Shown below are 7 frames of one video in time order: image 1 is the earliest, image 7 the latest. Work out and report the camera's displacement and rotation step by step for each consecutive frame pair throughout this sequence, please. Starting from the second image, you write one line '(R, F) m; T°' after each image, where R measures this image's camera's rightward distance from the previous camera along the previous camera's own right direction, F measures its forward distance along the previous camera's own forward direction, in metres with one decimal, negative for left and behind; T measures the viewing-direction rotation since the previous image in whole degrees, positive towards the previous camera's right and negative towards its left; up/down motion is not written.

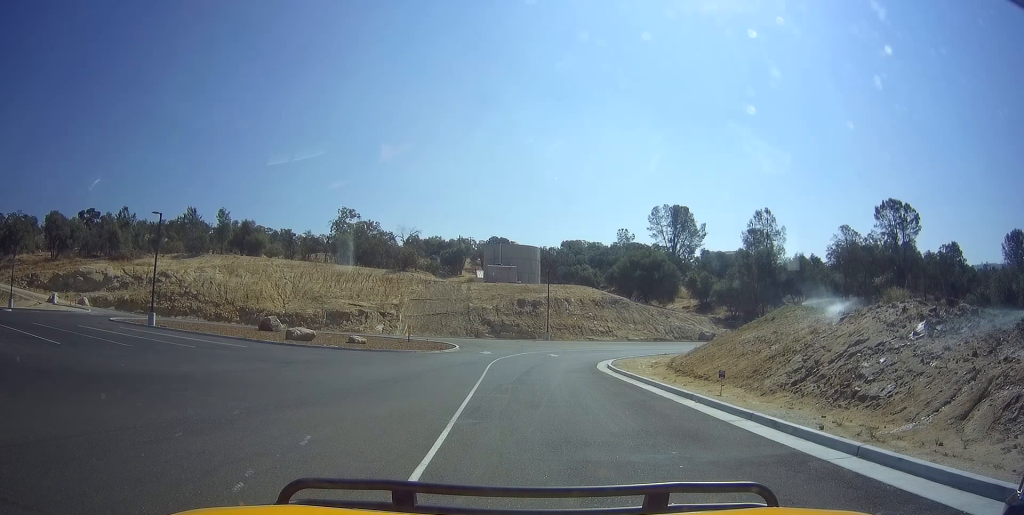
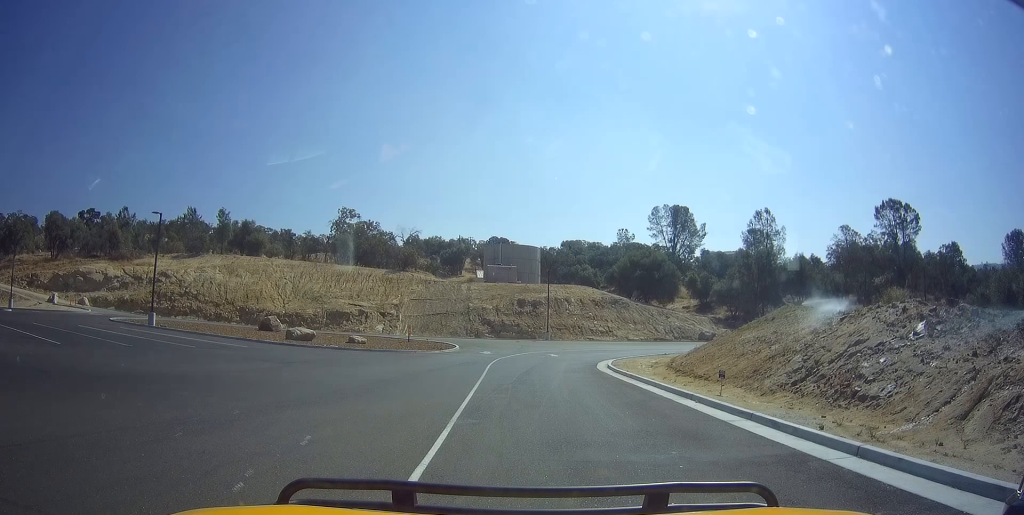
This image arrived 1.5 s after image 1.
(0.0, 0.0) m; 0°
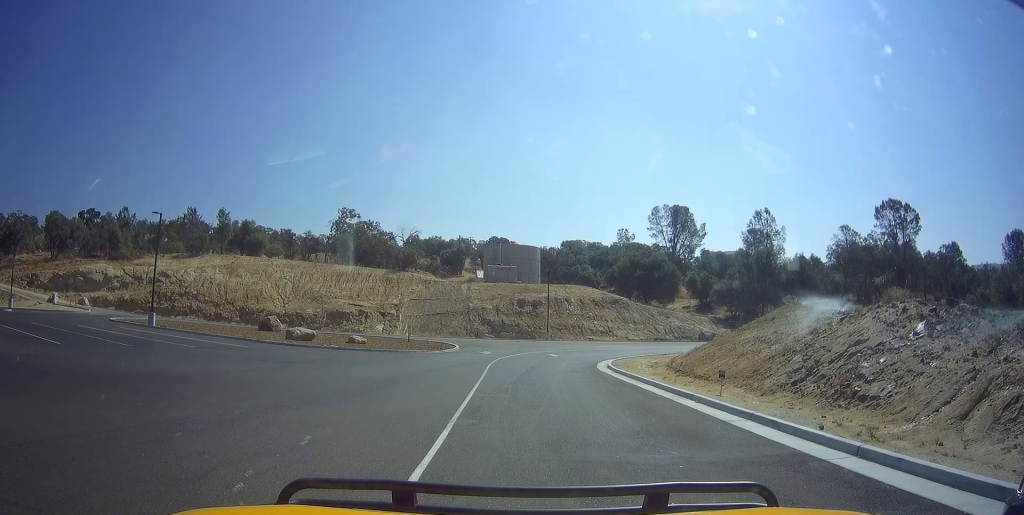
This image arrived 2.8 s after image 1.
(0.0, 0.0) m; 0°
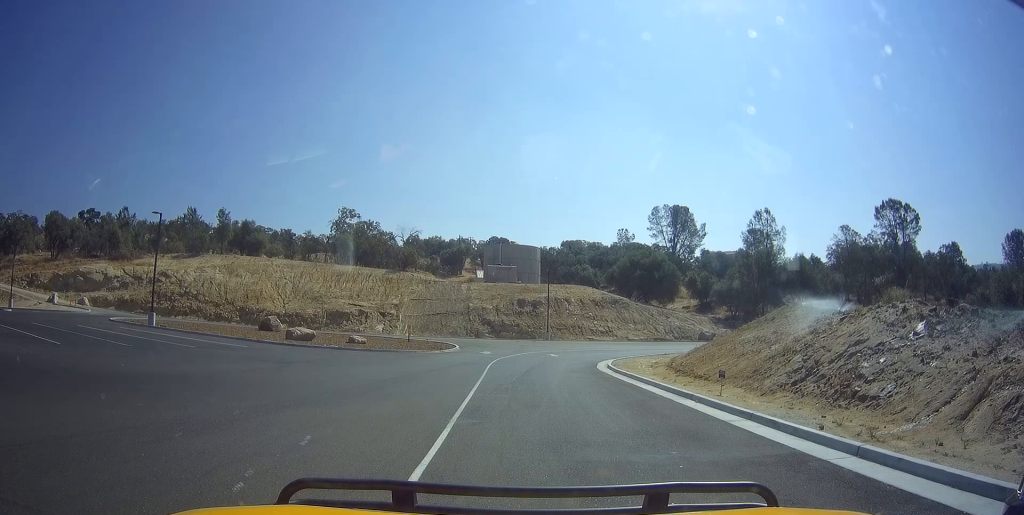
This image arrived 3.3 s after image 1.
(0.0, 0.0) m; 0°
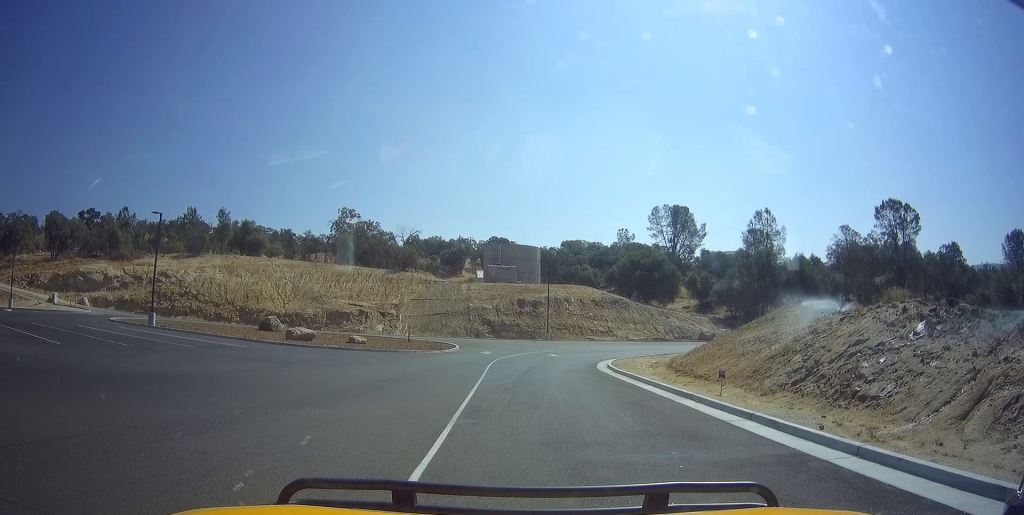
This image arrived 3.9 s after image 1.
(0.0, 0.0) m; 0°
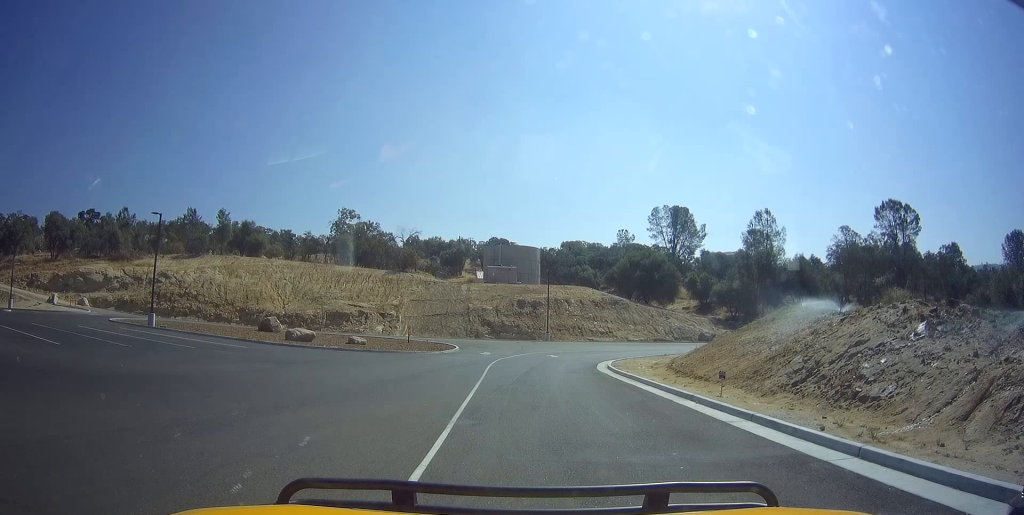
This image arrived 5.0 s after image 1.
(0.0, 0.0) m; 0°
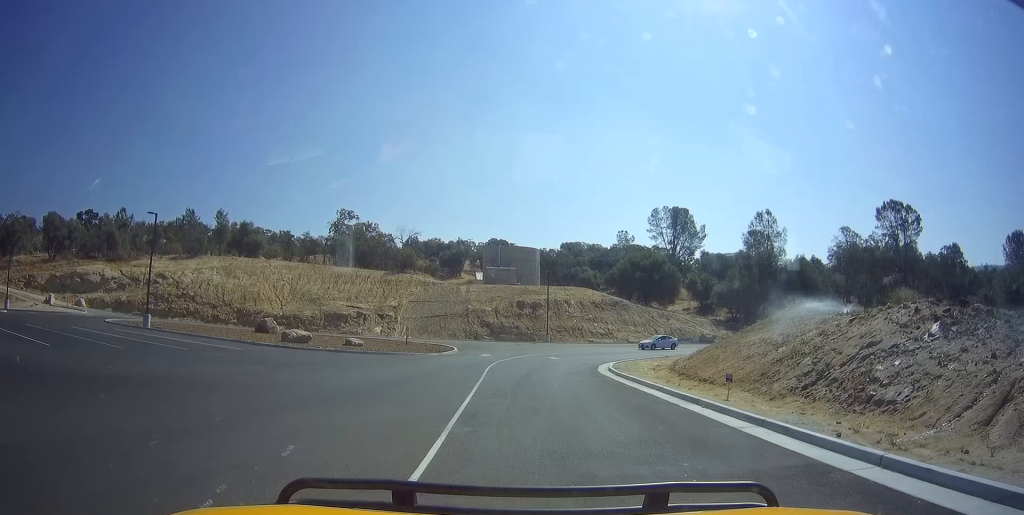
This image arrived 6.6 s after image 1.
(+0.1, +0.4) m; 0°
